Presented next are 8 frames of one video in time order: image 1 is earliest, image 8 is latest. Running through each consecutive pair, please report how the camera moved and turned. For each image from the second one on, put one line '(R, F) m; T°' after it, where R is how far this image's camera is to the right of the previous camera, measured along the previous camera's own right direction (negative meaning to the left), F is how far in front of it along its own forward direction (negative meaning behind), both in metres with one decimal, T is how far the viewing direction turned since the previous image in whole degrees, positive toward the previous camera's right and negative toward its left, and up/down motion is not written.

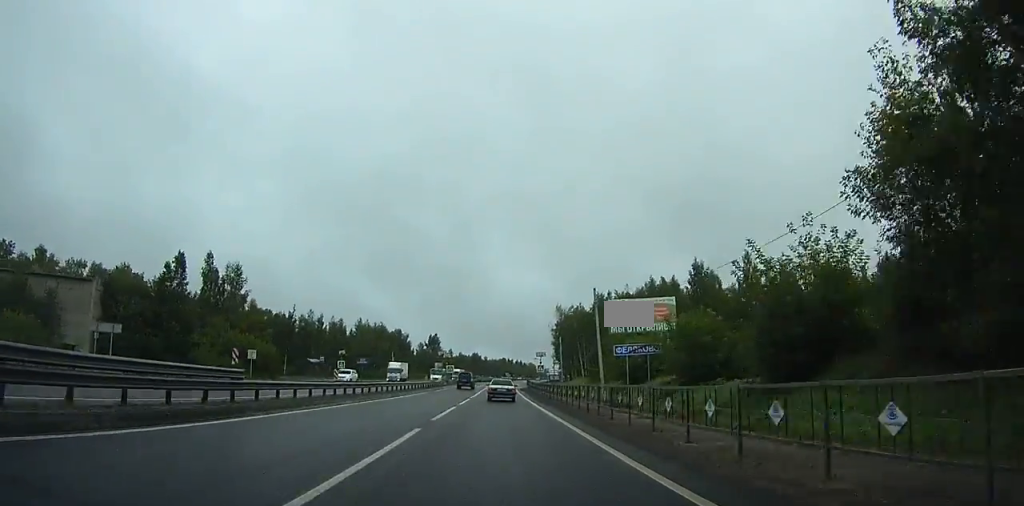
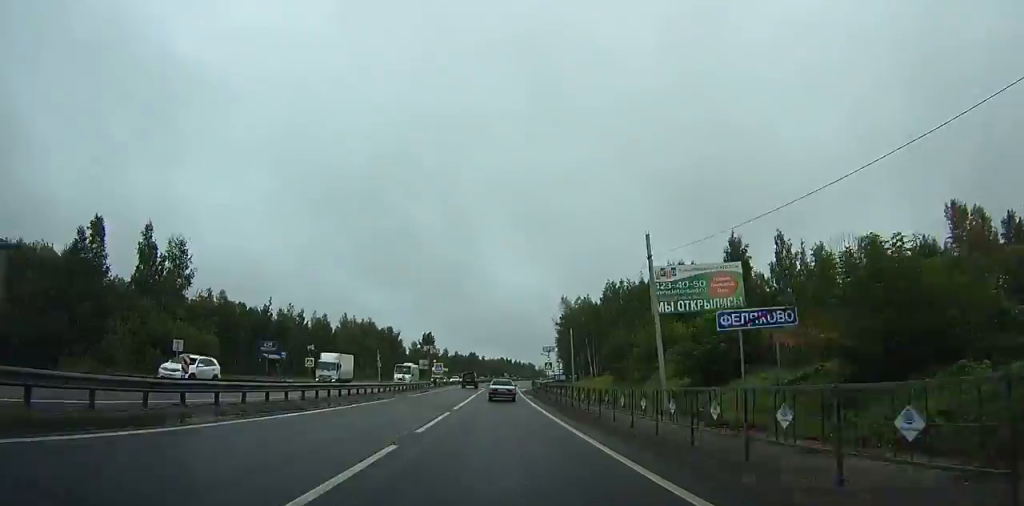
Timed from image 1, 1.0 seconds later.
(0.0, +15.2) m; 0°
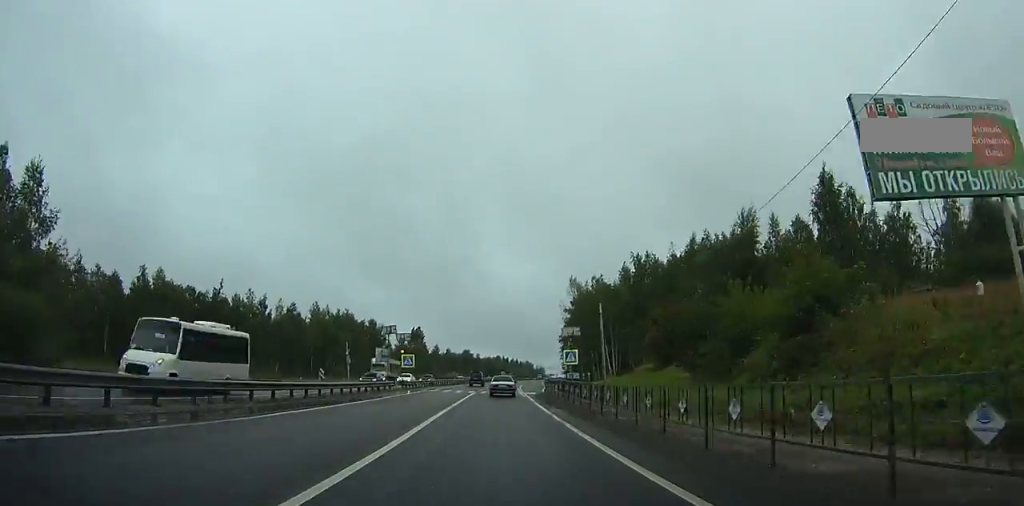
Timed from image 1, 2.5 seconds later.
(0.0, +23.3) m; 0°
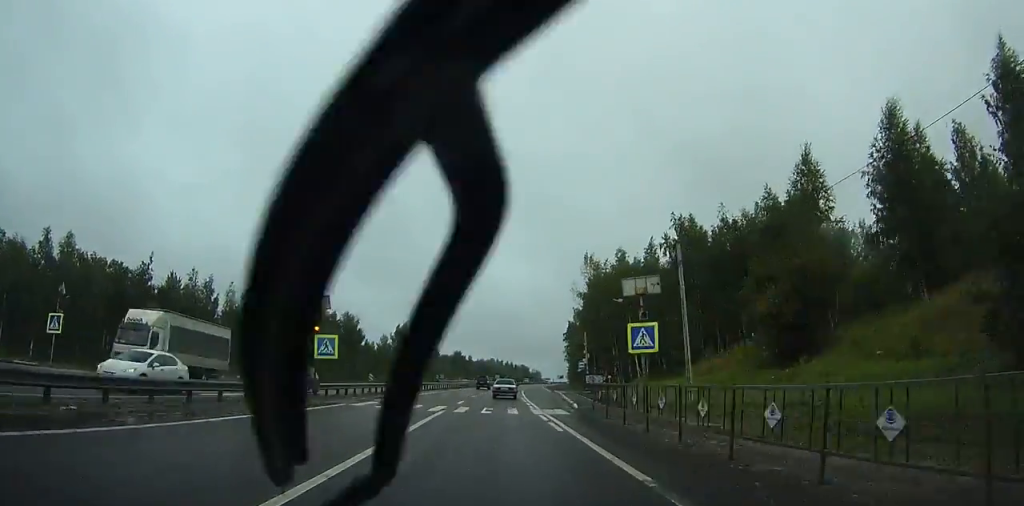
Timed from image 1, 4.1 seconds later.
(+0.1, +23.3) m; +1°
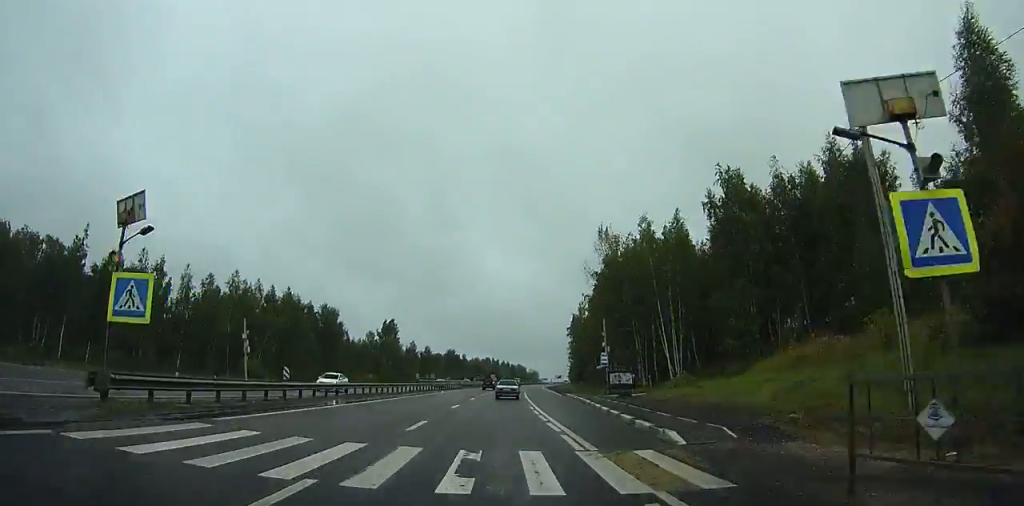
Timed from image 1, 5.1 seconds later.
(+0.2, +15.4) m; +1°
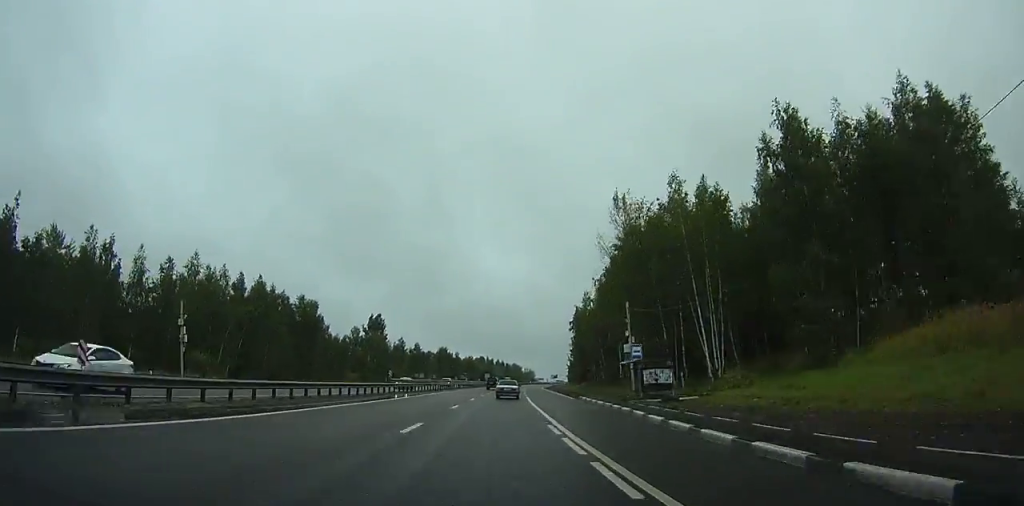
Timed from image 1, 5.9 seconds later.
(+0.1, +12.3) m; +1°
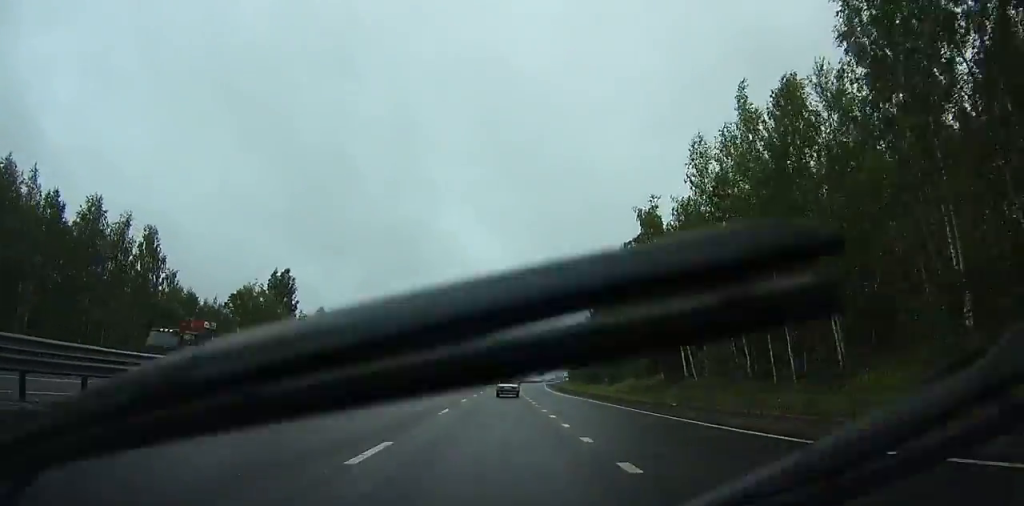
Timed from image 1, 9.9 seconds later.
(+1.3, +63.5) m; +2°
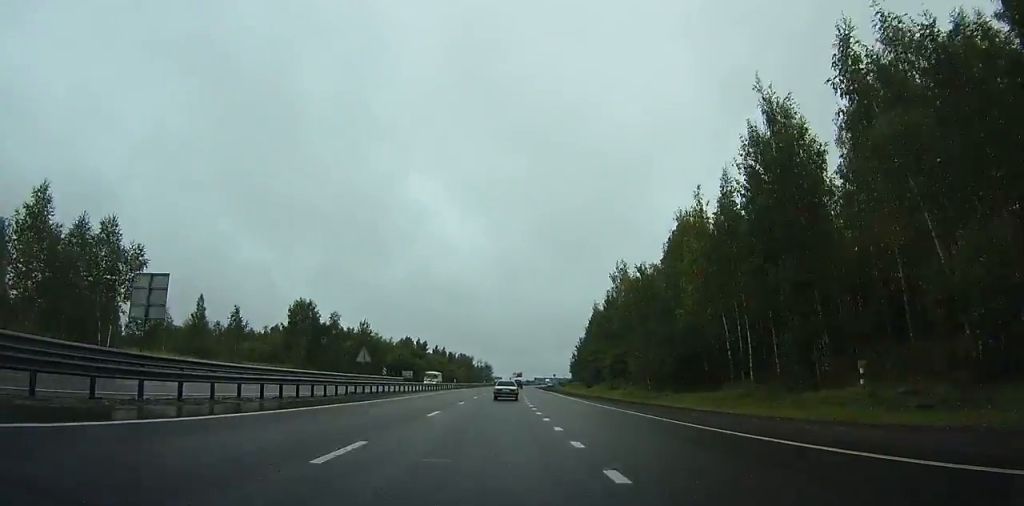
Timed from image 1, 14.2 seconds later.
(+0.7, +71.3) m; +2°
